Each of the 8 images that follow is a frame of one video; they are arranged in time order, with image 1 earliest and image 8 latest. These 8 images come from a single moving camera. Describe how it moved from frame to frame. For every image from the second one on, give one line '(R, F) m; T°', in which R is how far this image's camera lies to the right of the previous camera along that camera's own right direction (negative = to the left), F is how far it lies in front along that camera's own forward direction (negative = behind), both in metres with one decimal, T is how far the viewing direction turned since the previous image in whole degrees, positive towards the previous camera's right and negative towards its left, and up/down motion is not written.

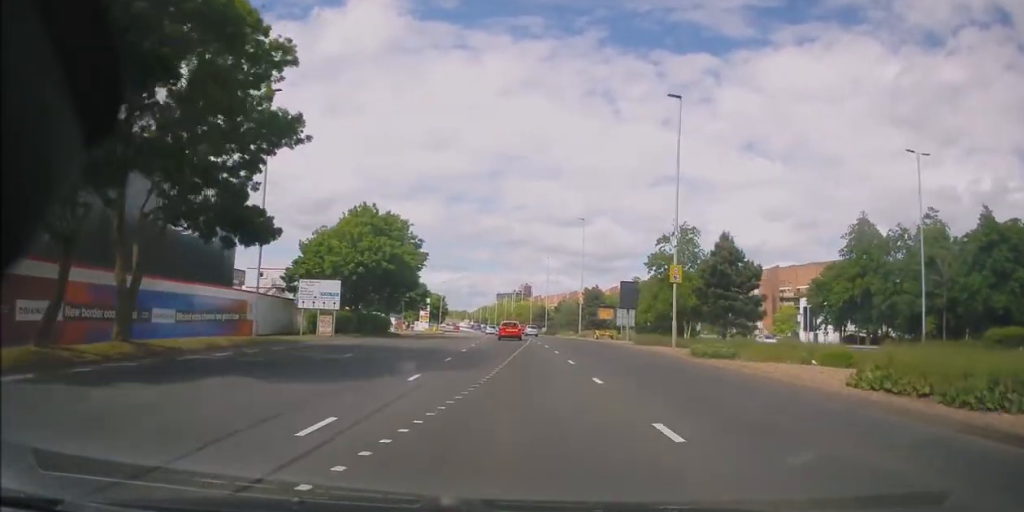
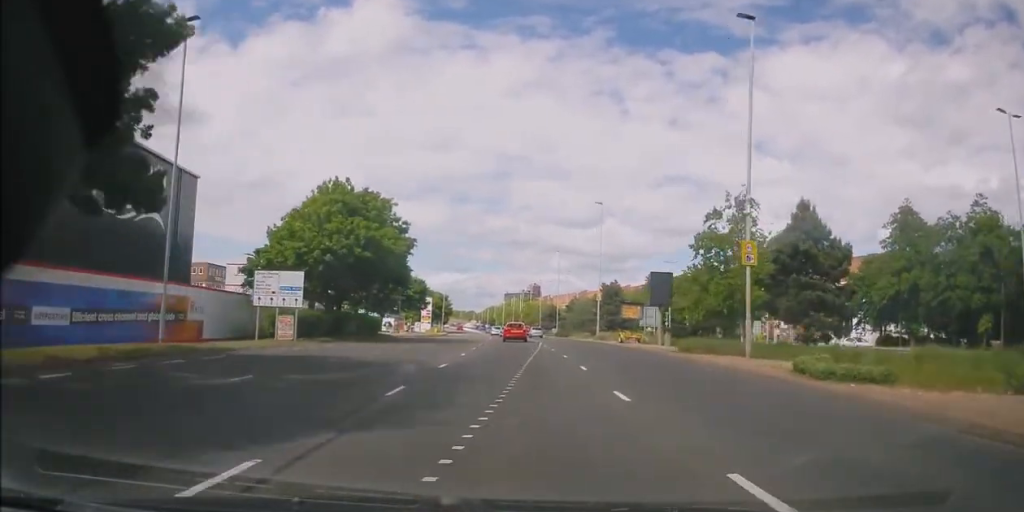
(+0.1, +8.9) m; -1°
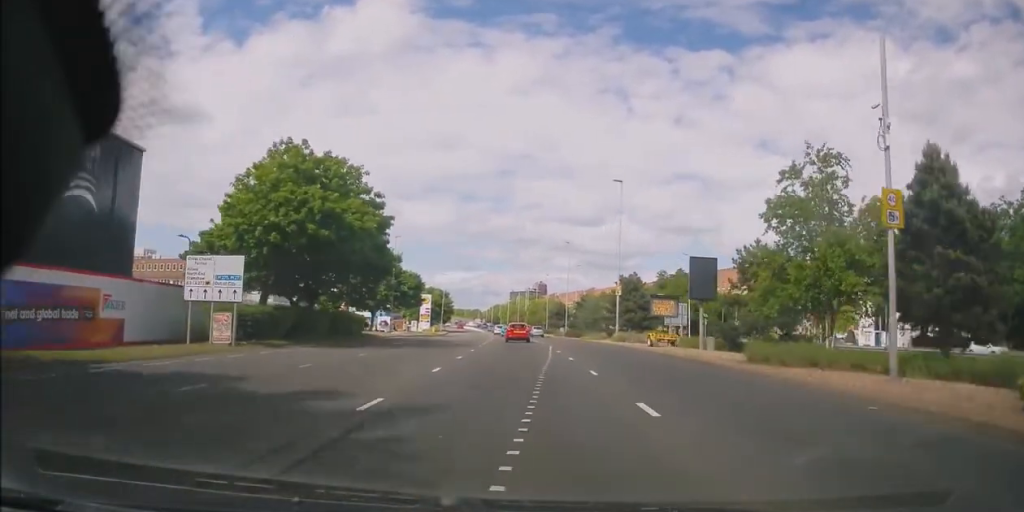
(-0.3, +8.6) m; -1°
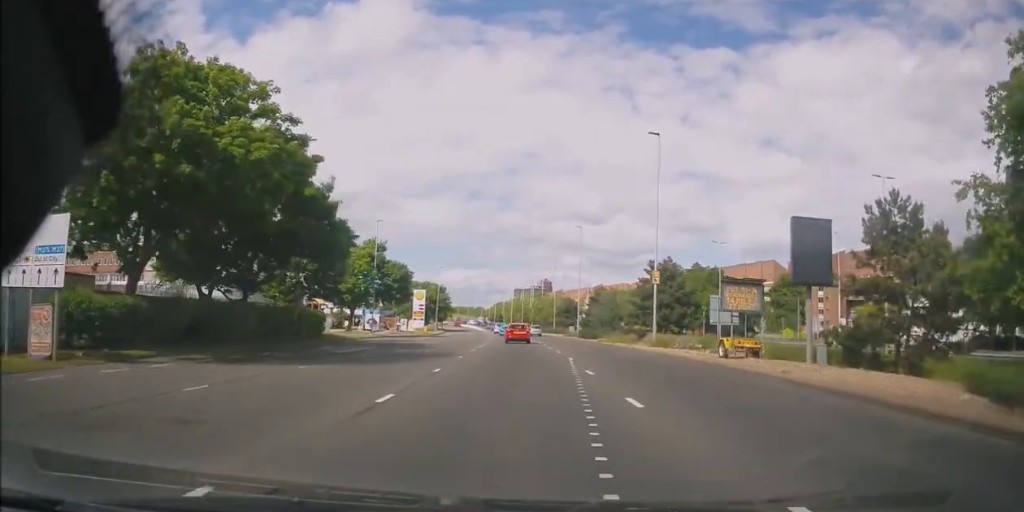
(-0.2, +12.5) m; -1°
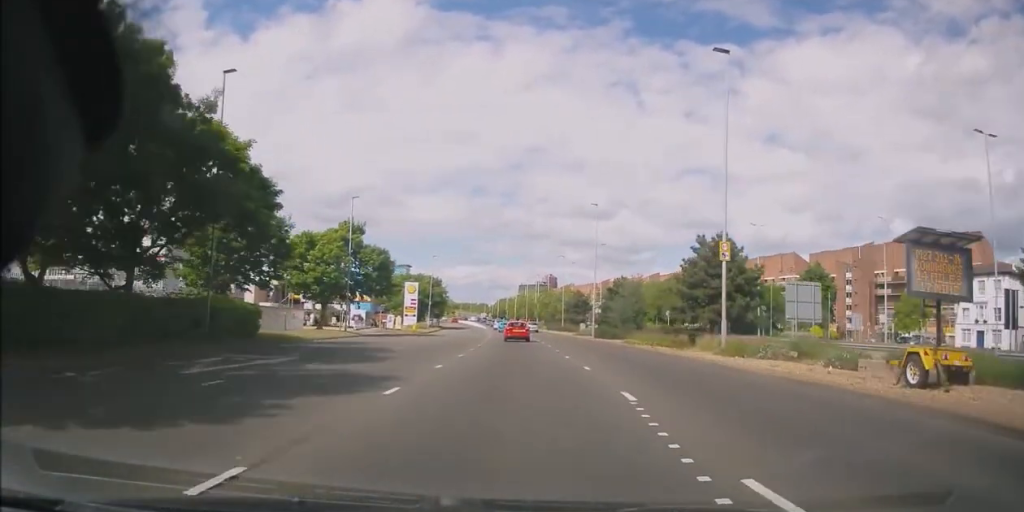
(0.0, +12.0) m; 0°
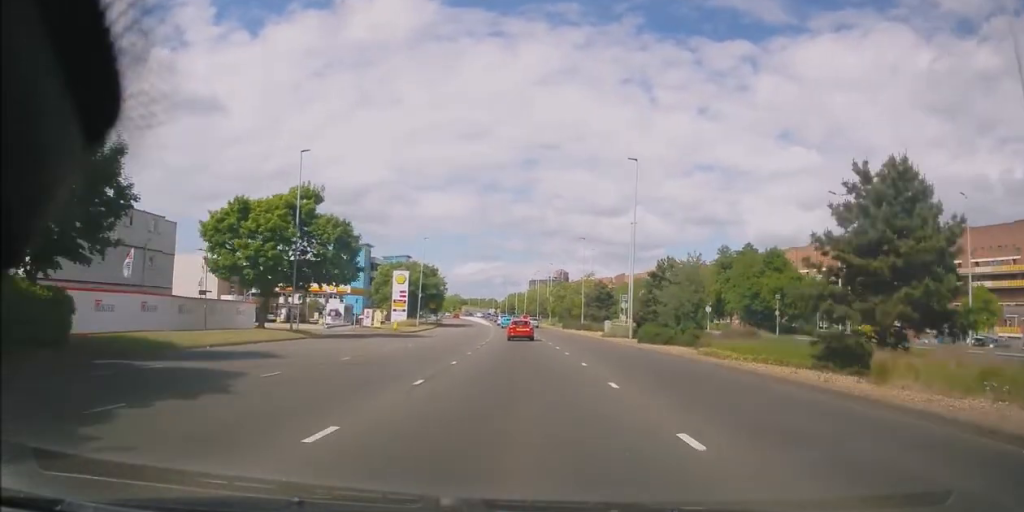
(+0.2, +16.2) m; 0°
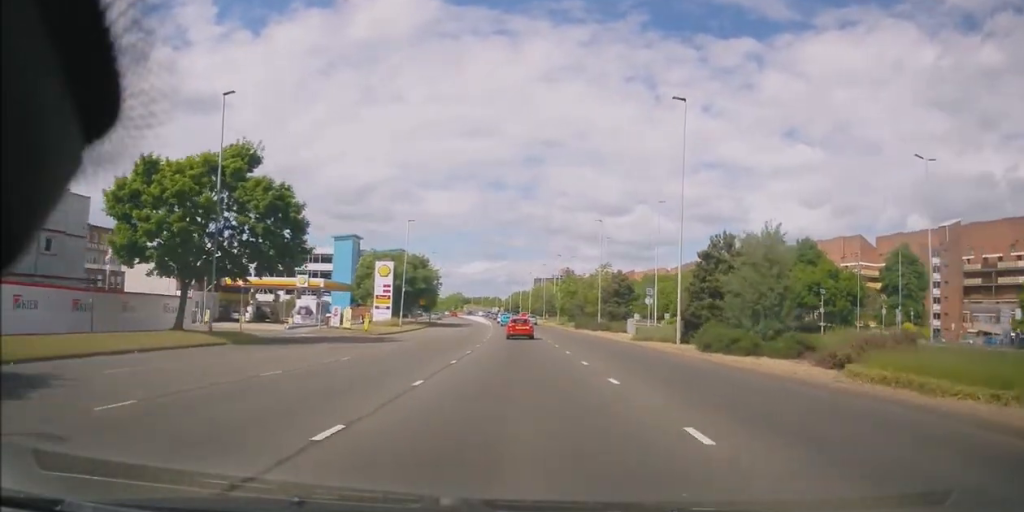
(-0.1, +12.4) m; -1°
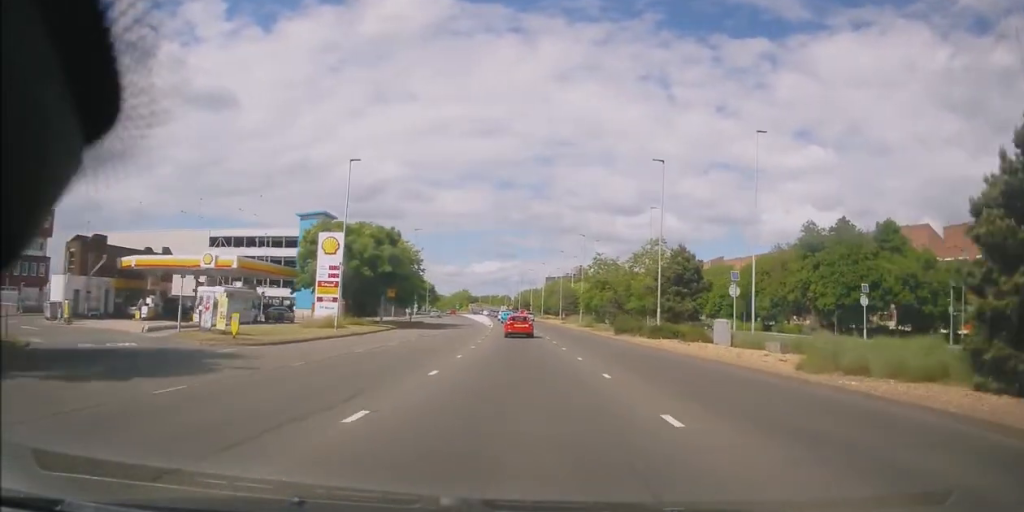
(-0.4, +23.3) m; -2°
